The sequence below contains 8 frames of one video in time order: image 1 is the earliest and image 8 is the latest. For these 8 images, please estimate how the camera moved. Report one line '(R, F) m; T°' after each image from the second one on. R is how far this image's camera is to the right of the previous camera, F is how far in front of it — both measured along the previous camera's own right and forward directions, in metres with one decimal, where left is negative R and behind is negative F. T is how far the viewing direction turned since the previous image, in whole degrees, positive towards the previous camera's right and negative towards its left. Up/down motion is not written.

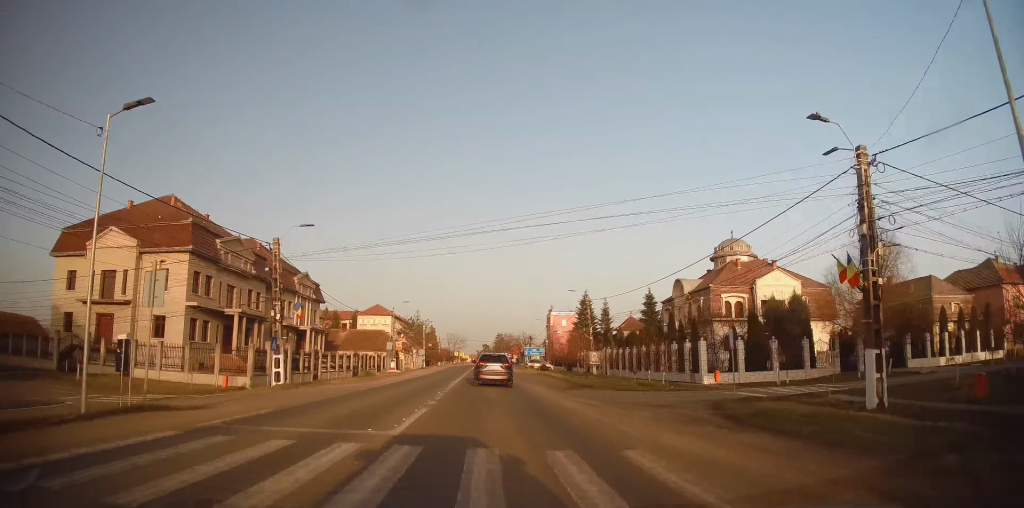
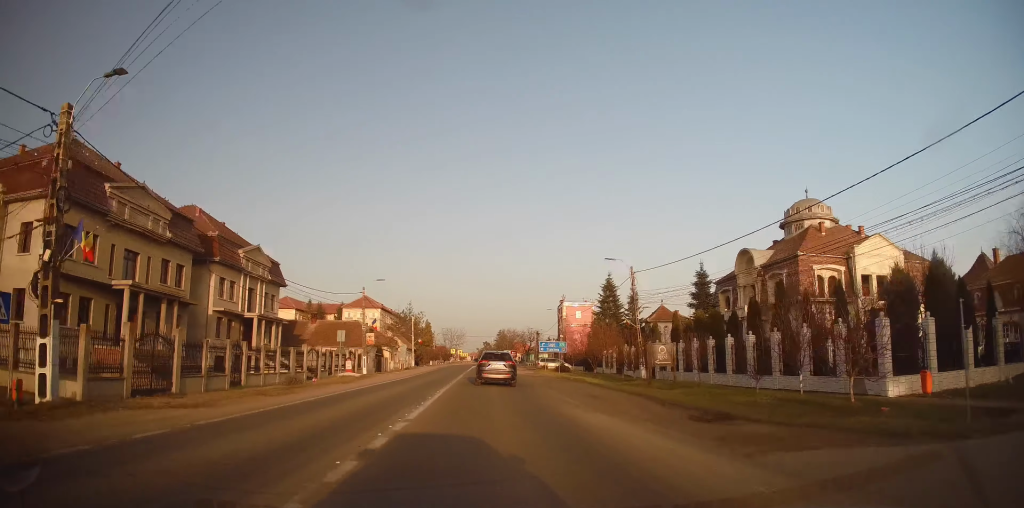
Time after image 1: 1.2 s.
(+0.6, +17.1) m; +2°
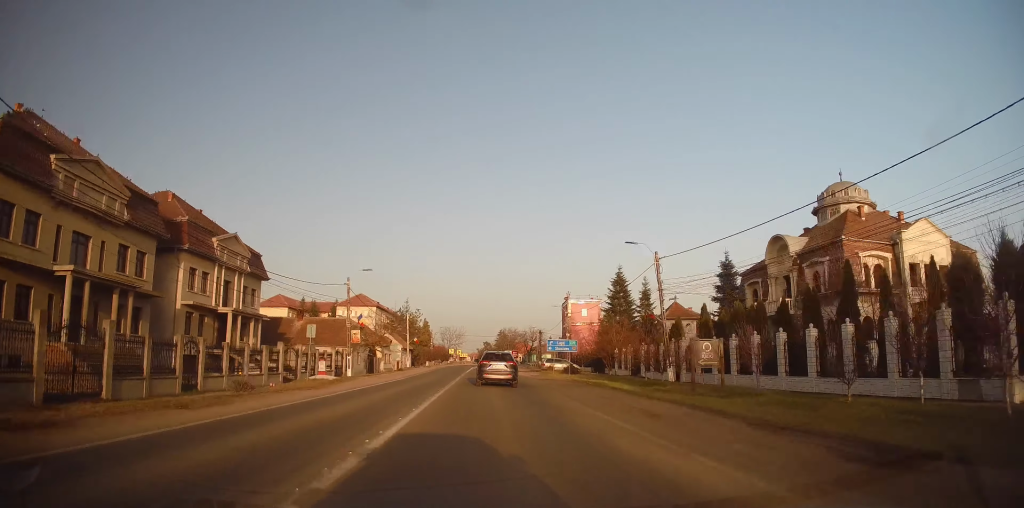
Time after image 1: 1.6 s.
(0.0, +5.8) m; -1°
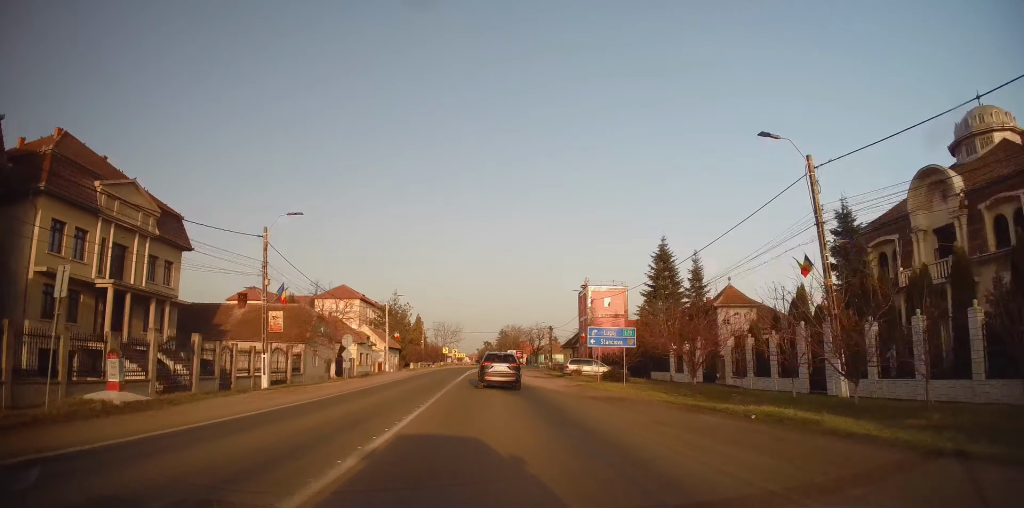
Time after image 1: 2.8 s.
(-0.4, +17.4) m; -3°
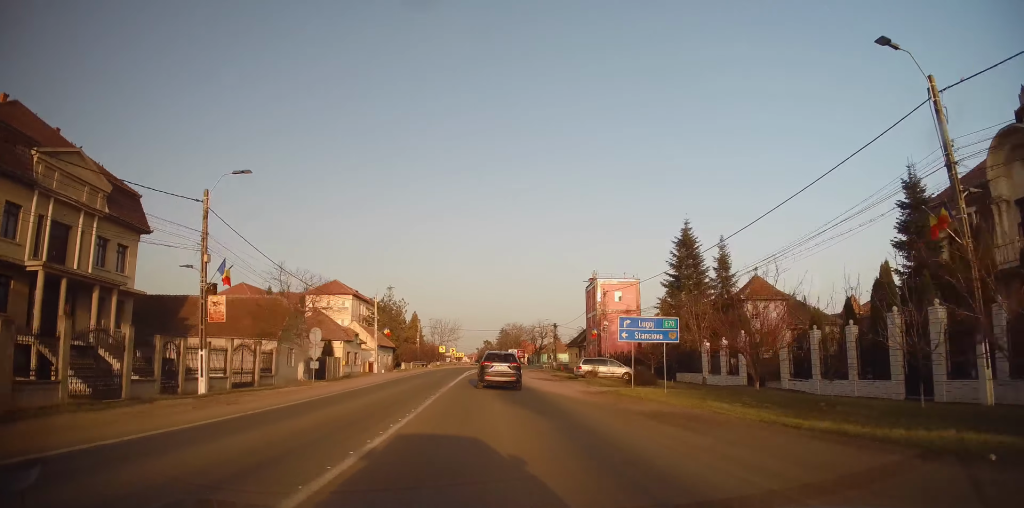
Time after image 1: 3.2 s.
(-0.1, +6.3) m; 0°
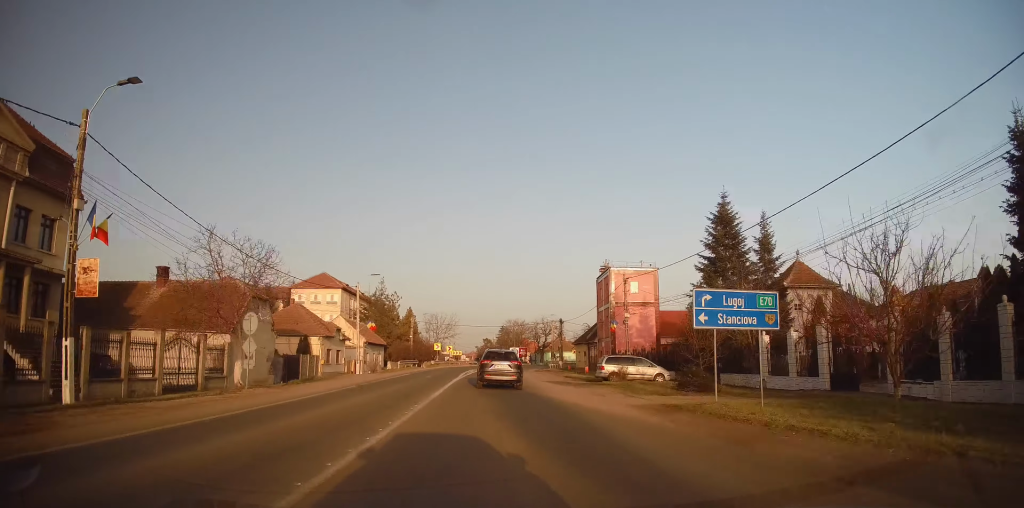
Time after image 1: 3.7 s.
(0.0, +7.8) m; +1°
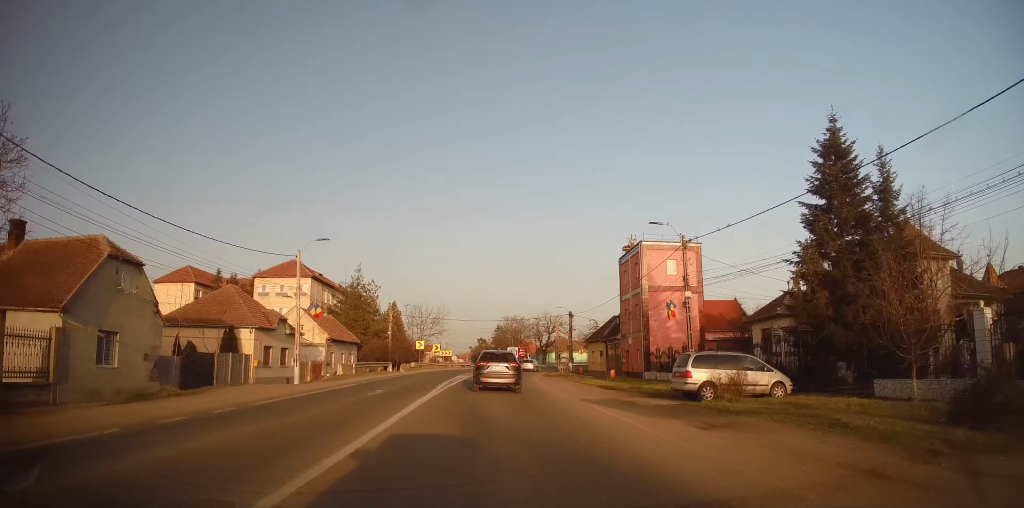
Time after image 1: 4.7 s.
(+0.4, +14.6) m; +1°
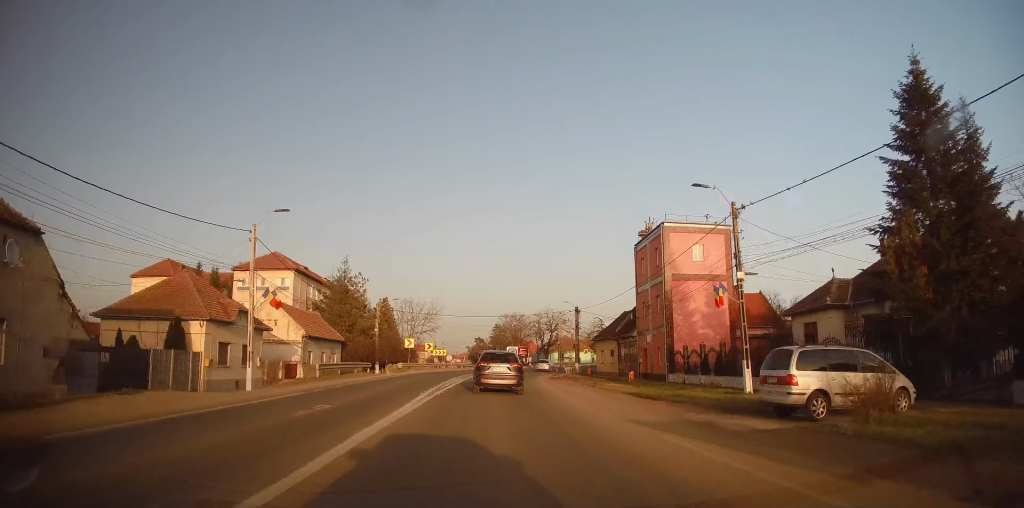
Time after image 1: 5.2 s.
(+0.1, +6.8) m; 0°
